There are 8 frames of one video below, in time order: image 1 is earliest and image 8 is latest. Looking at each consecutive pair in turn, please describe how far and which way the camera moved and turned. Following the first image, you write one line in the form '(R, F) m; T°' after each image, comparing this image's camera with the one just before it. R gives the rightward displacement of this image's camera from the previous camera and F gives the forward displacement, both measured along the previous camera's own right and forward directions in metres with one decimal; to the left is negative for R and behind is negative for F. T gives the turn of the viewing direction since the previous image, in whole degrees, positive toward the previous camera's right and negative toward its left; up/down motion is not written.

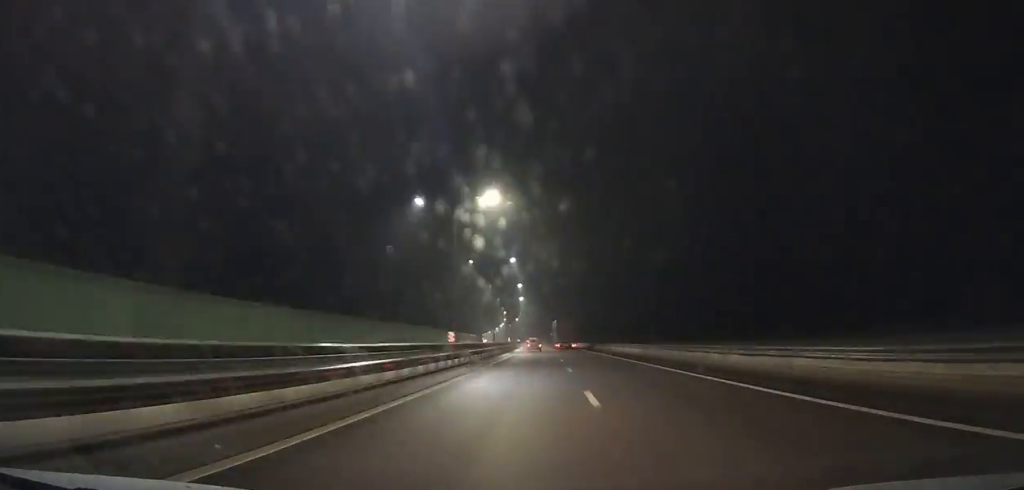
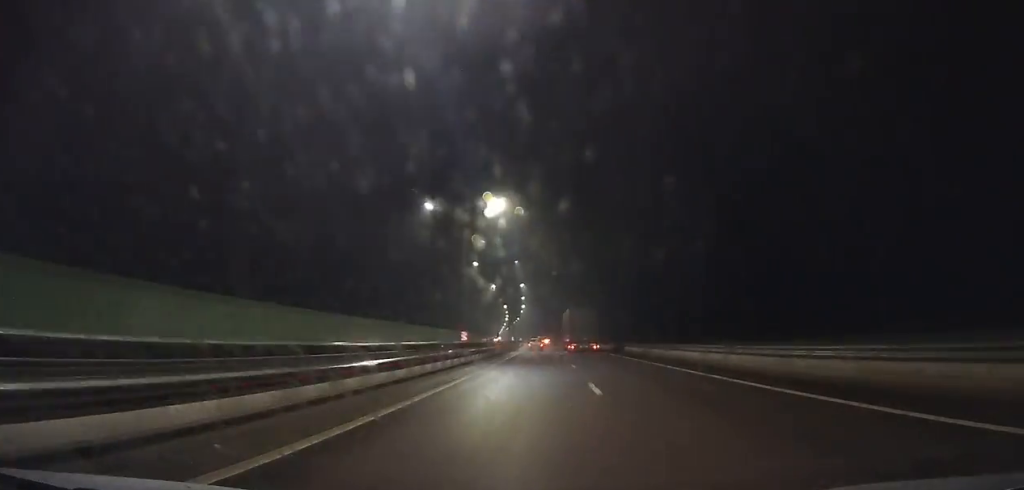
(-1.5, +94.0) m; -2°
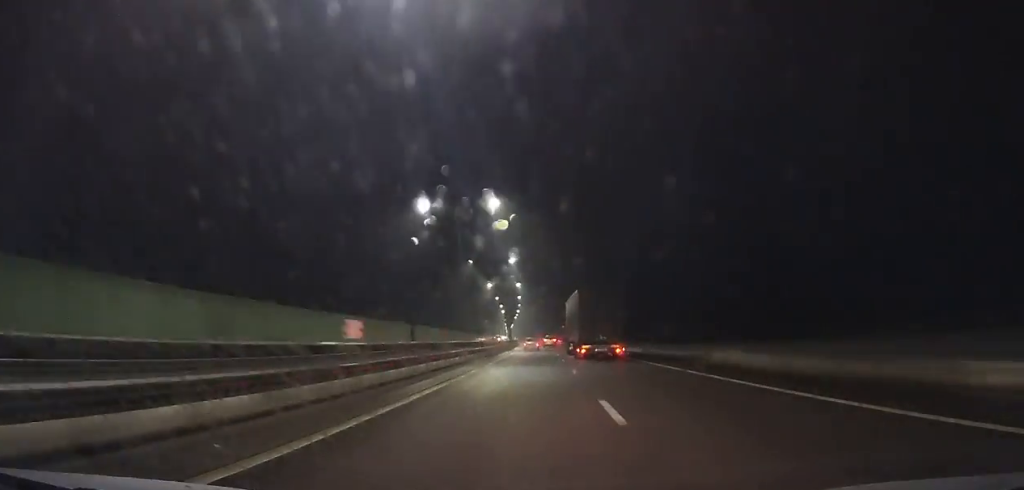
(-1.0, +63.7) m; -1°
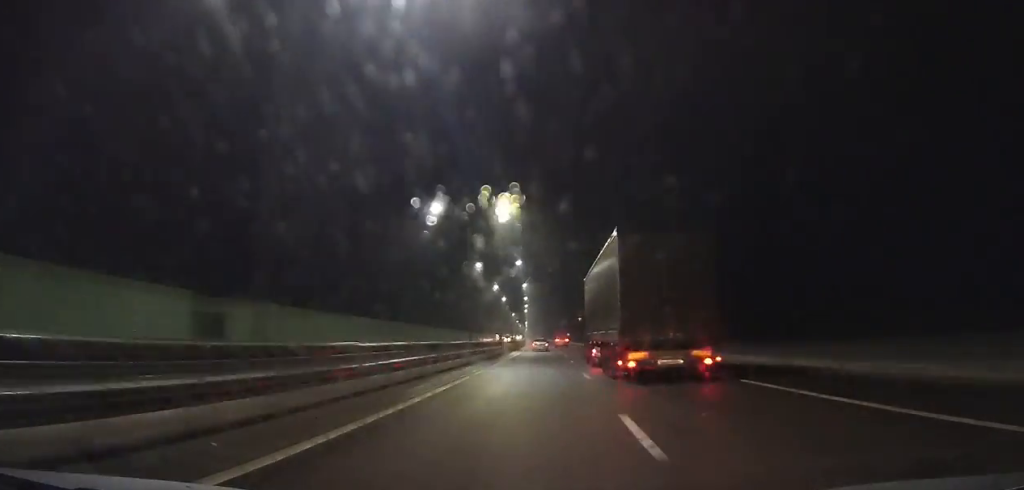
(-0.7, +60.5) m; -1°
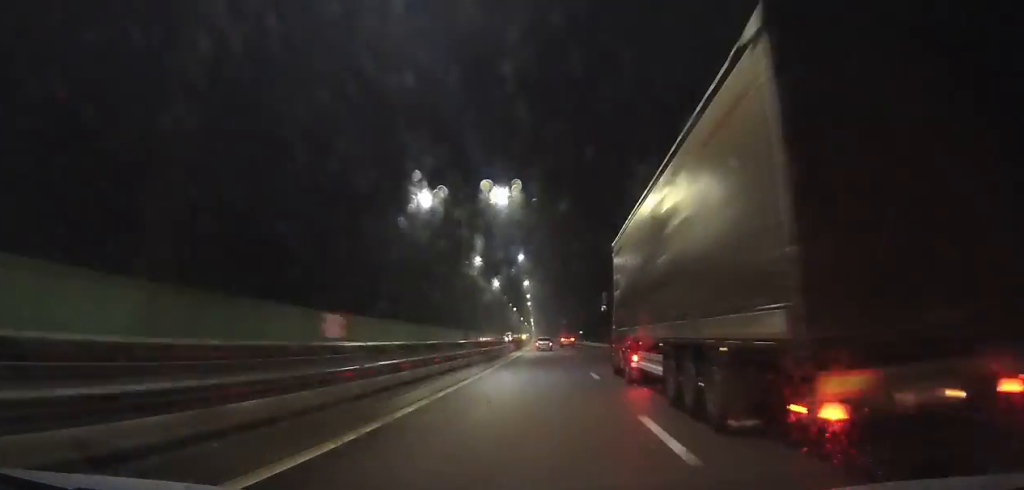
(-0.4, +36.2) m; -1°
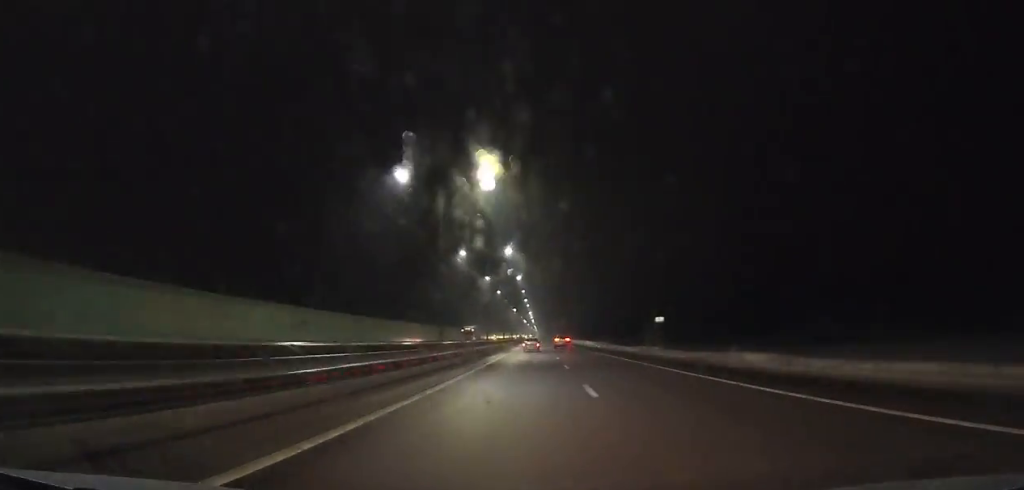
(-1.0, +101.5) m; -1°
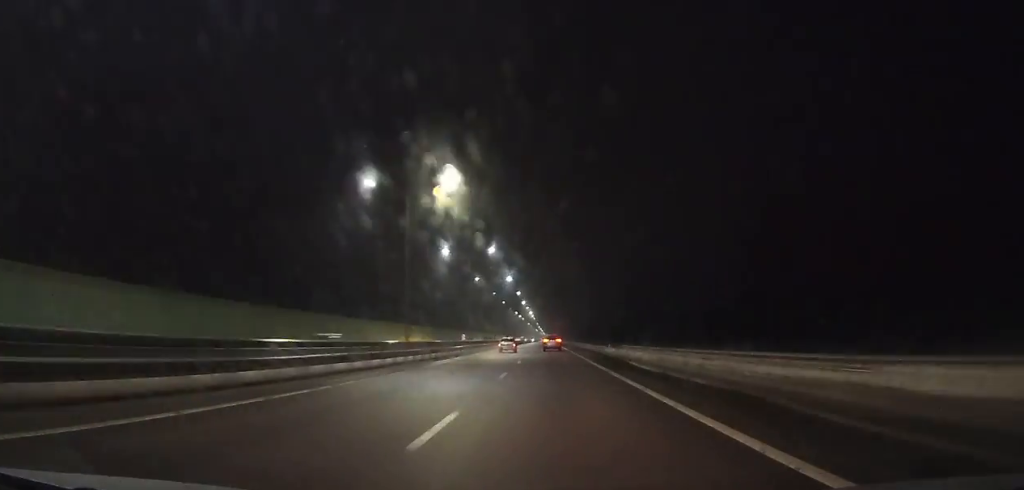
(-0.5, +145.6) m; -1°
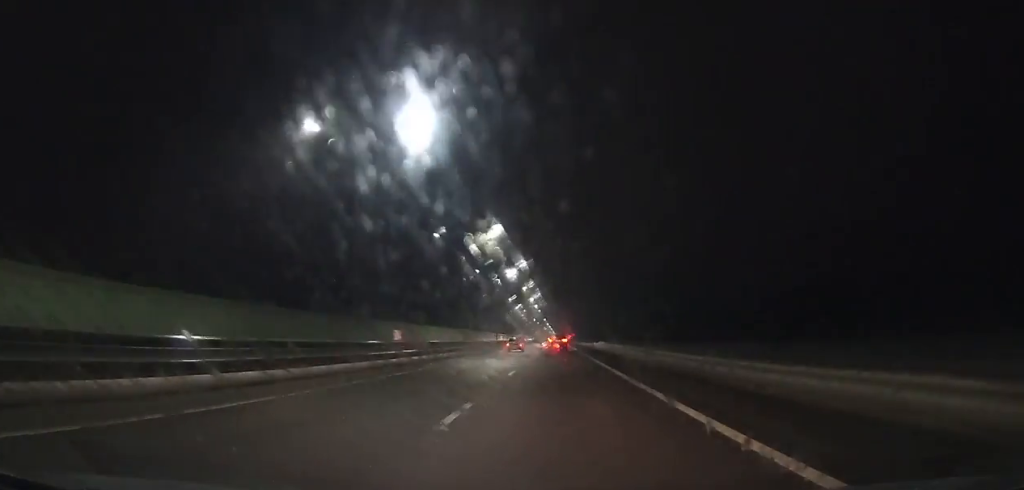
(-0.3, +70.9) m; 0°
